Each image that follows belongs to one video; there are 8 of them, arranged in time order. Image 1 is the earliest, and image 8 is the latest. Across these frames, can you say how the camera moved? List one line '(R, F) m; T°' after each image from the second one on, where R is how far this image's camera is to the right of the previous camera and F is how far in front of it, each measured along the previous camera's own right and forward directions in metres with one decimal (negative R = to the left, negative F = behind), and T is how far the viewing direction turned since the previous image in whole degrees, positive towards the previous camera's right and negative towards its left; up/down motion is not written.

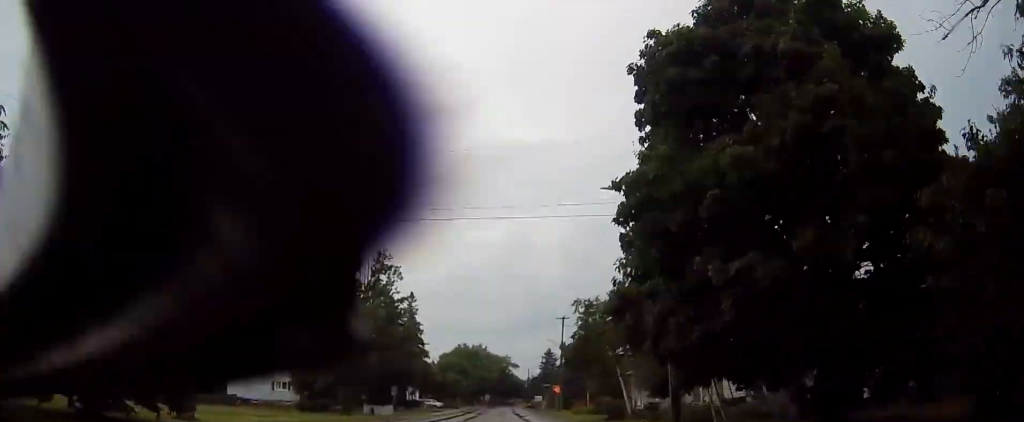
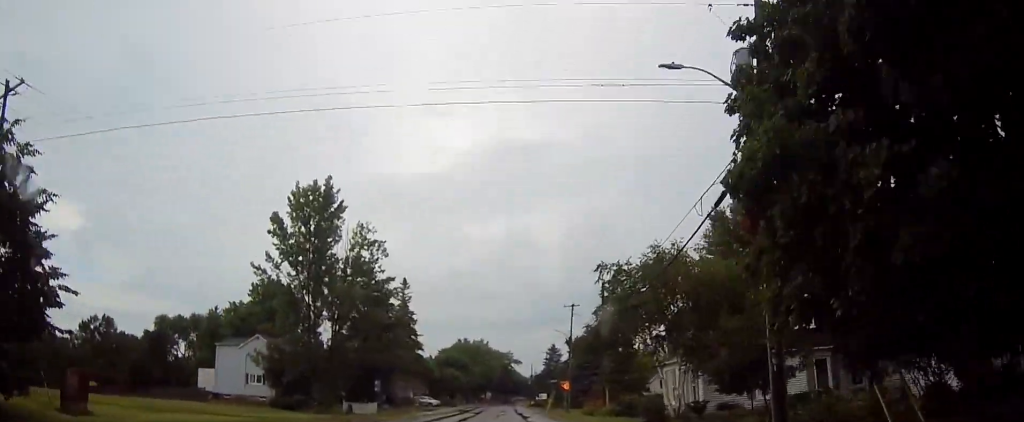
(0.0, +9.2) m; 0°
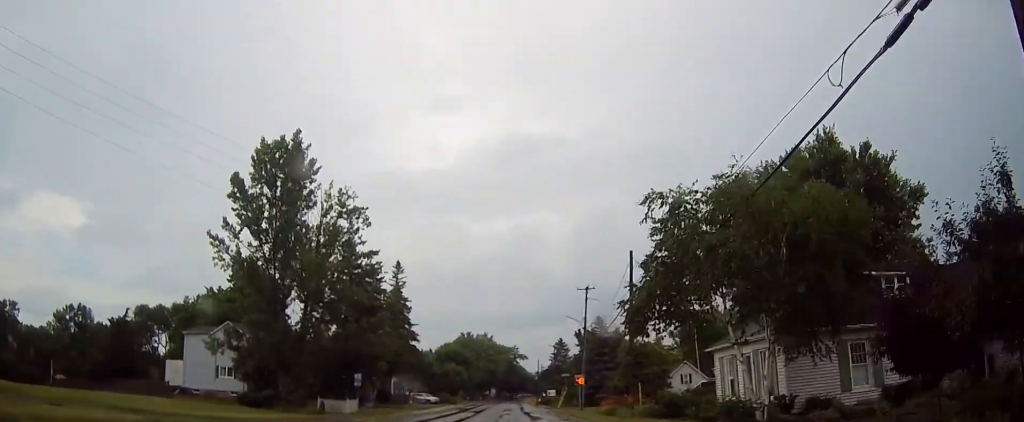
(0.0, +9.0) m; +2°
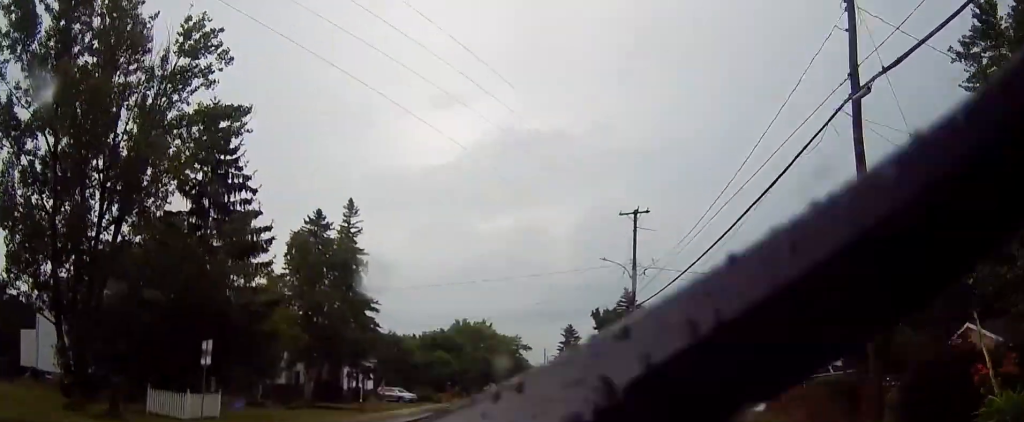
(+0.2, +24.2) m; -2°
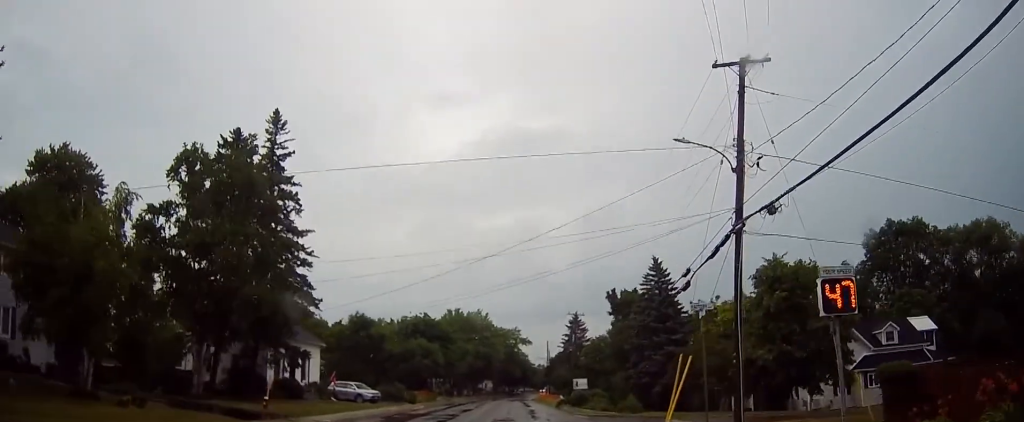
(-0.3, +18.1) m; +1°
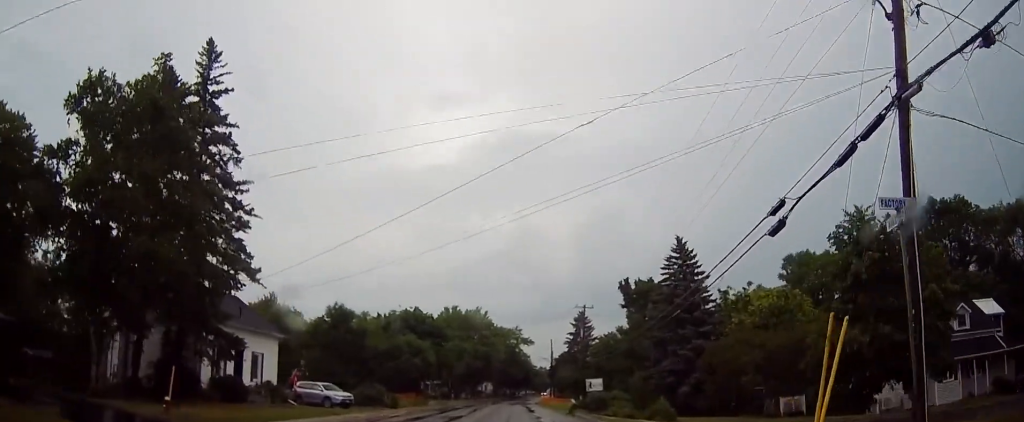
(+0.2, +9.3) m; 0°
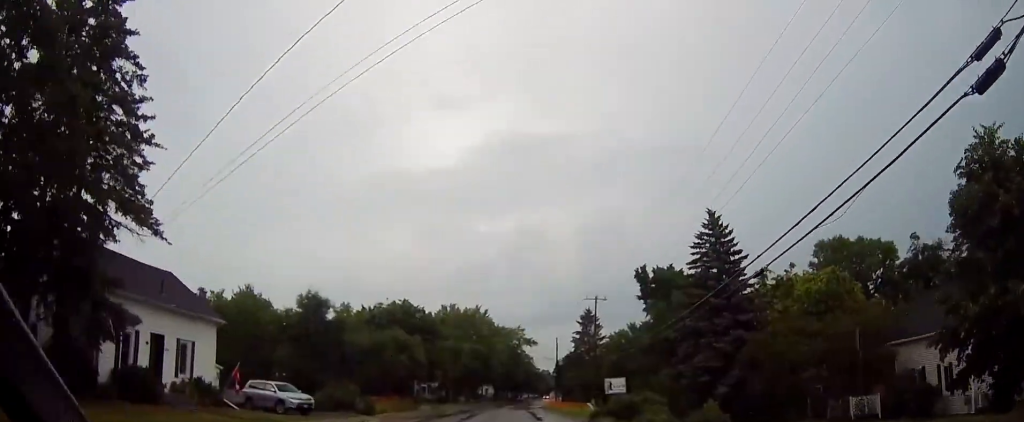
(0.0, +9.2) m; -1°
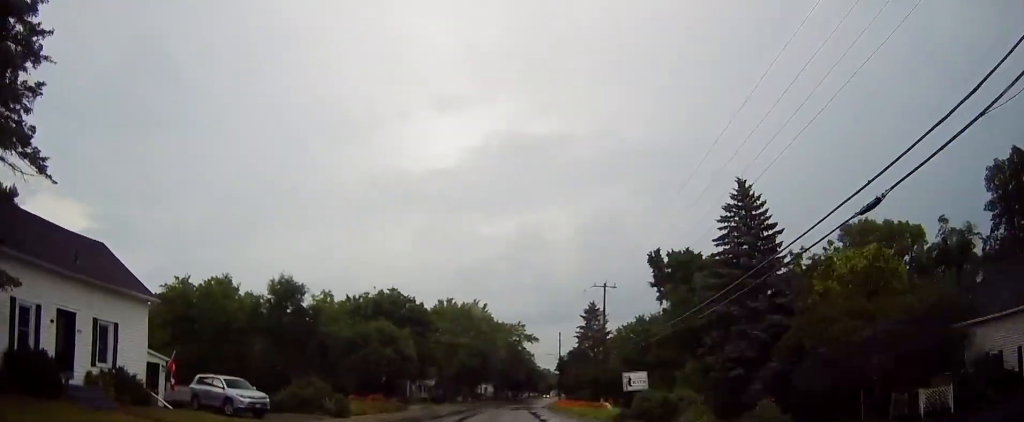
(-0.1, +6.7) m; -1°
